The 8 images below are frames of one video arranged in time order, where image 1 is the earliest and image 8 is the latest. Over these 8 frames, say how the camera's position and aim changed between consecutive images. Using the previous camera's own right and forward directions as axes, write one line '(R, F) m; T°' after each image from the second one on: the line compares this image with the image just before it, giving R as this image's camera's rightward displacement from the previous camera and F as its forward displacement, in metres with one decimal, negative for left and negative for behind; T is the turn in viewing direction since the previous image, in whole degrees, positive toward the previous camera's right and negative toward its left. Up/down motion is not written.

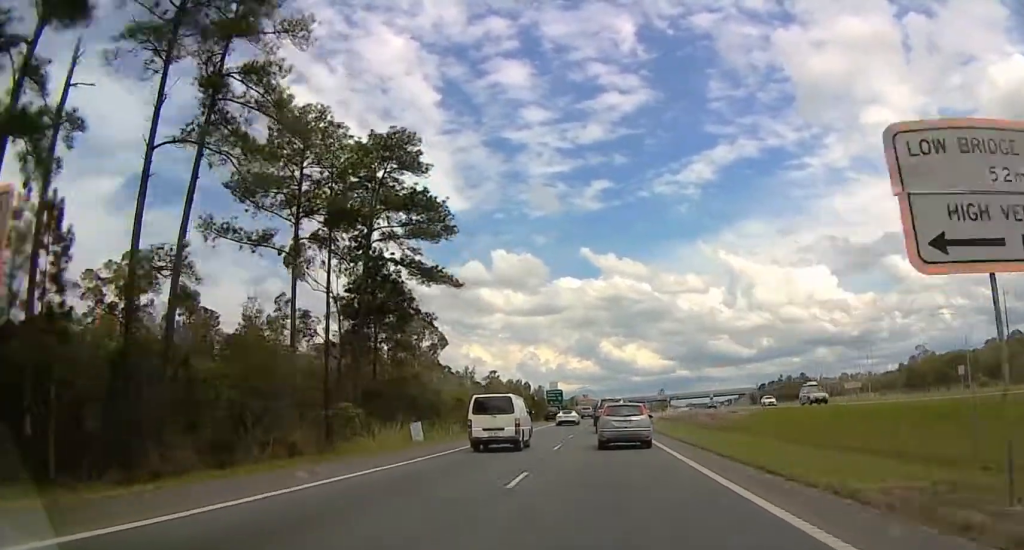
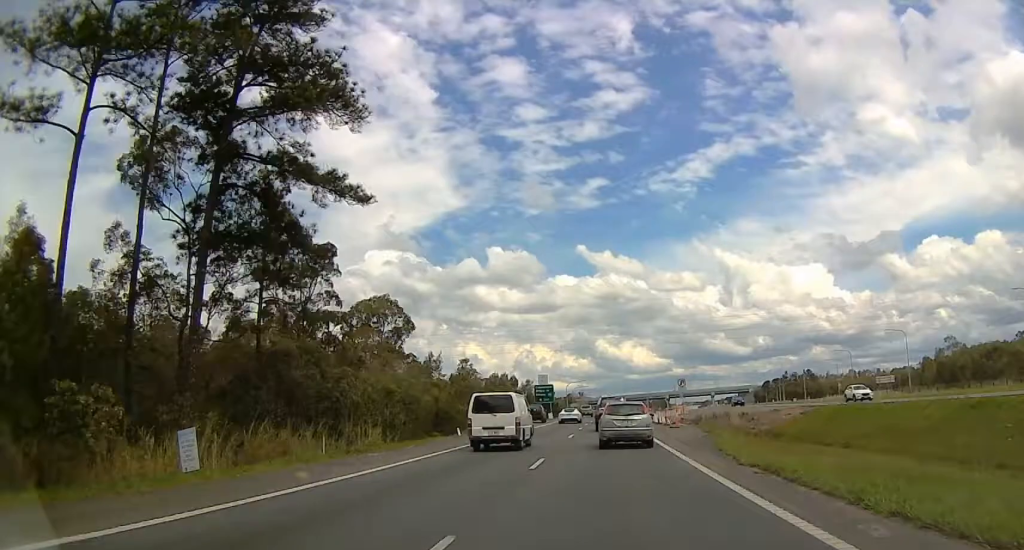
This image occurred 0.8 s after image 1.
(0.0, +19.5) m; 0°
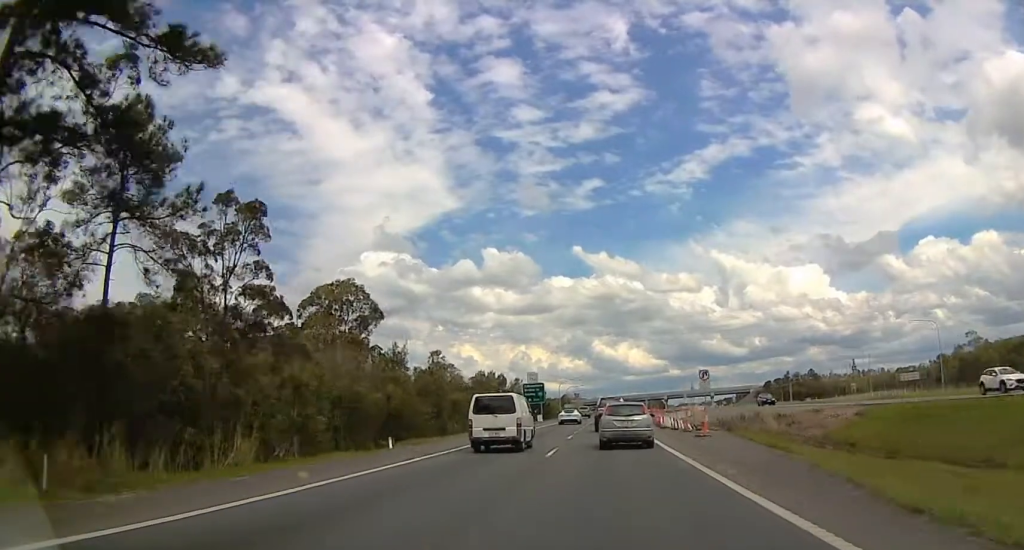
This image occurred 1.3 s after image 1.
(0.0, +13.0) m; 0°
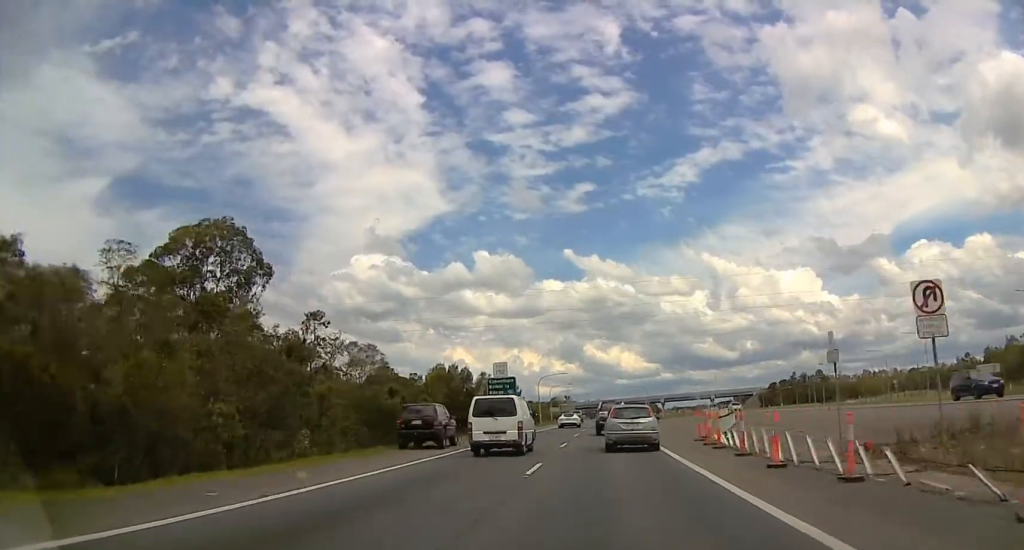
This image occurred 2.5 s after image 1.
(0.0, +29.2) m; 0°
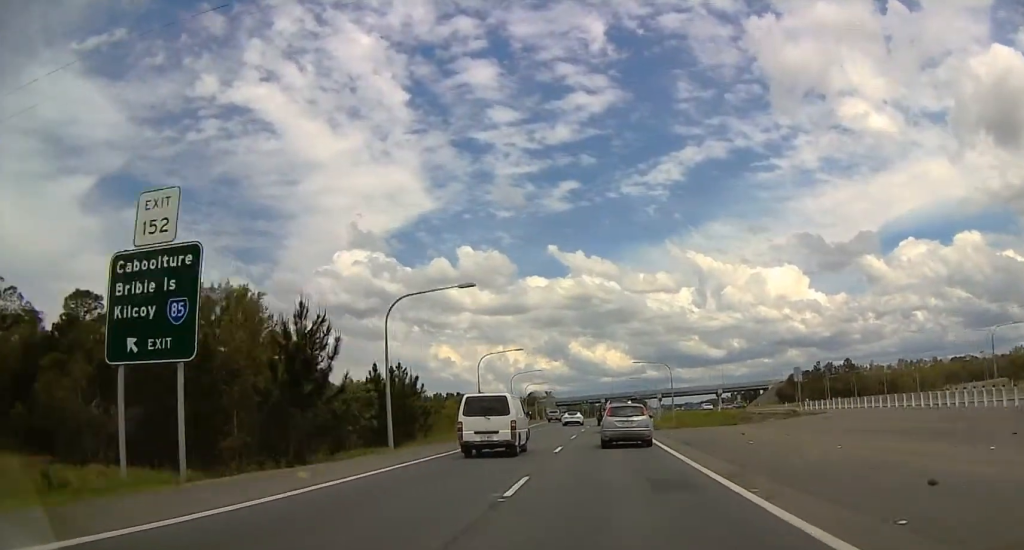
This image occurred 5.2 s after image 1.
(0.0, +65.8) m; 0°
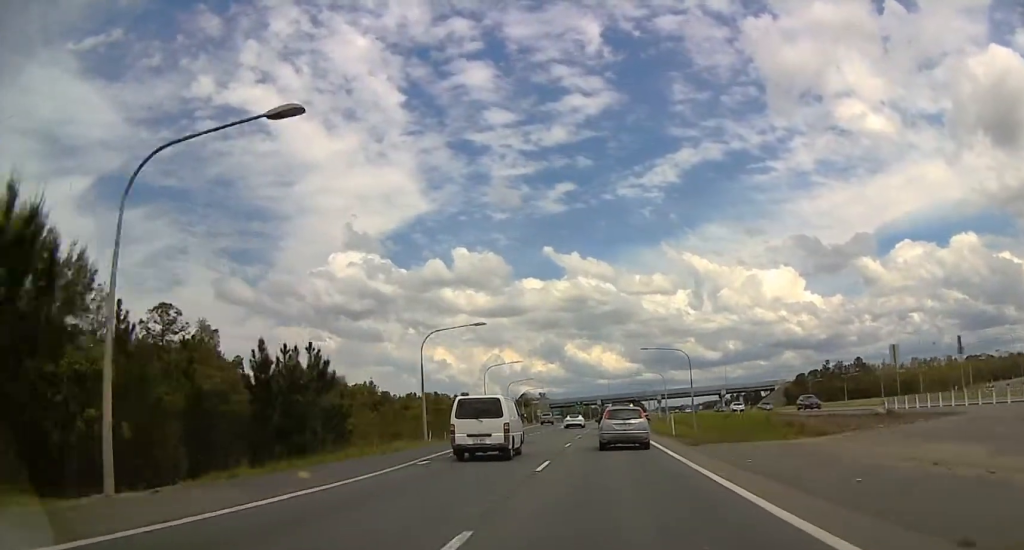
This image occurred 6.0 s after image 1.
(0.0, +18.8) m; 0°
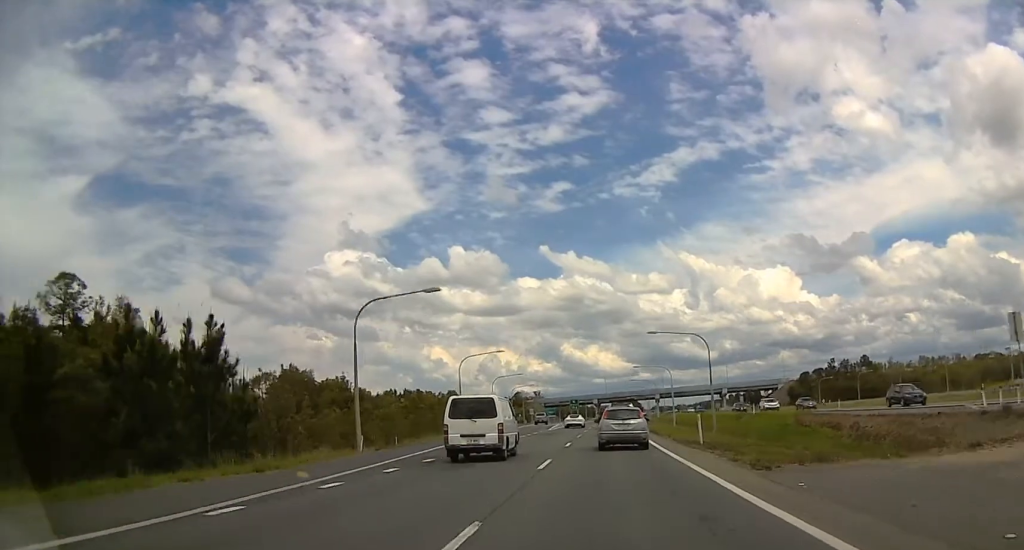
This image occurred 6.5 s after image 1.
(0.0, +11.5) m; 0°
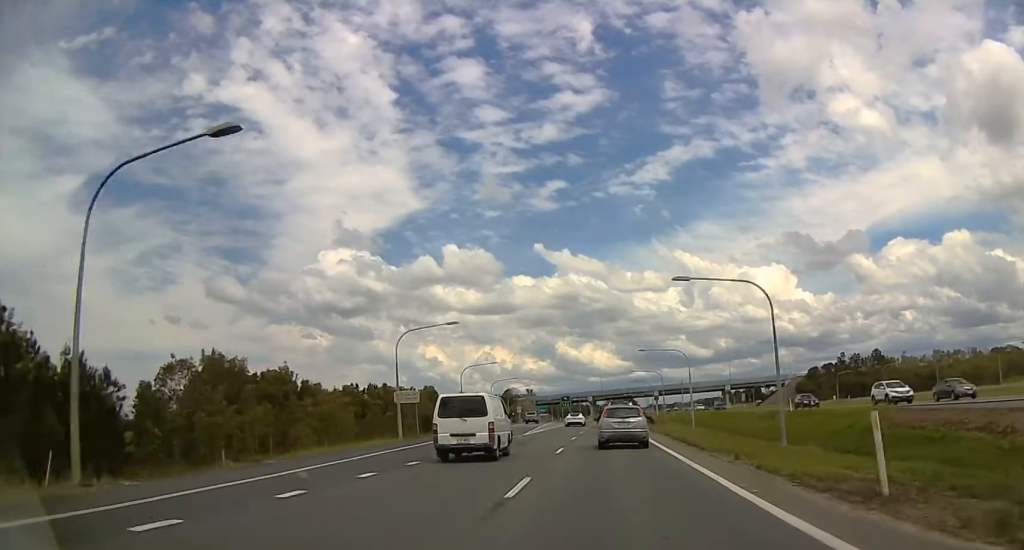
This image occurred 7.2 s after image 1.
(0.0, +18.1) m; 0°
